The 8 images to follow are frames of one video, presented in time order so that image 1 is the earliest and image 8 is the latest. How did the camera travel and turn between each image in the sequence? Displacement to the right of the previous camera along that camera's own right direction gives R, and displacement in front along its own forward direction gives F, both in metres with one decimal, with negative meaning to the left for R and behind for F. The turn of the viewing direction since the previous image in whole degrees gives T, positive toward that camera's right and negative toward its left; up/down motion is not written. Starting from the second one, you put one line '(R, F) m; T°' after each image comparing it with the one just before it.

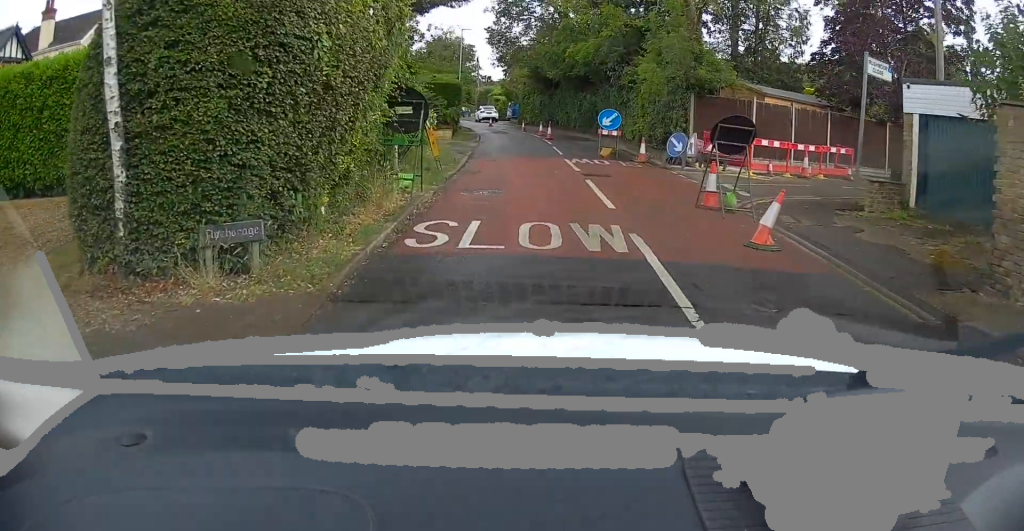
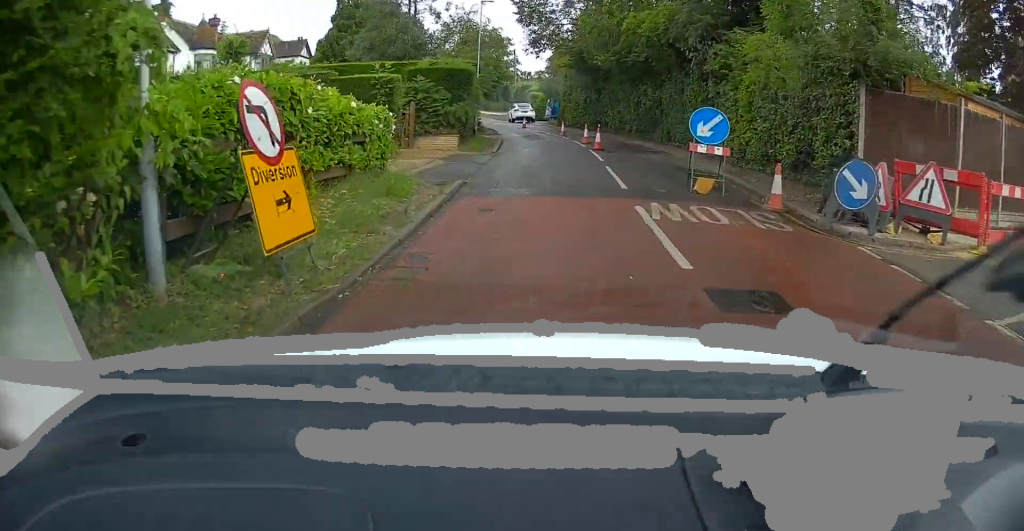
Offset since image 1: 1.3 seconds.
(-0.4, +9.2) m; -4°
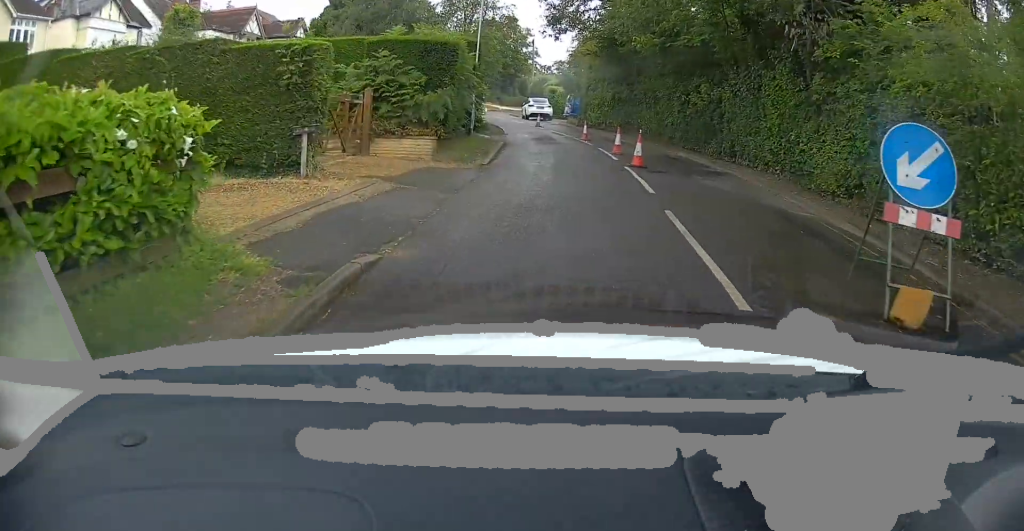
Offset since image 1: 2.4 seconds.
(-0.1, +7.4) m; -1°
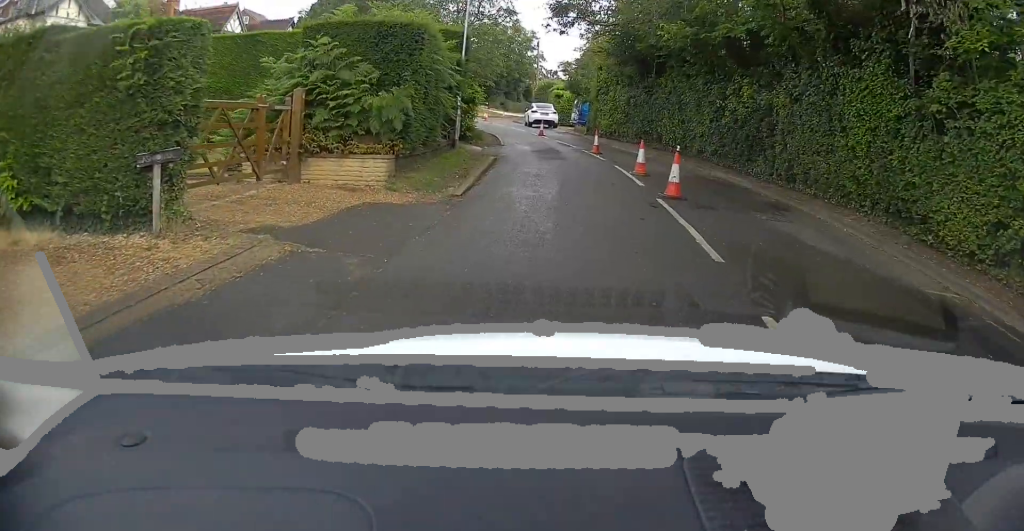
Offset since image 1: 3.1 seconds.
(-0.1, +4.5) m; 0°
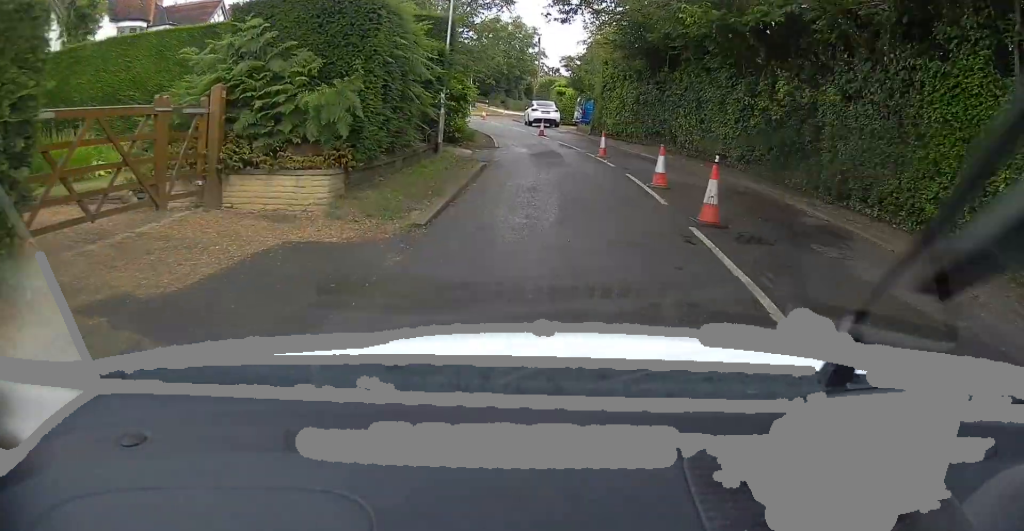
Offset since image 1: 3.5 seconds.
(+0.1, +2.7) m; 0°
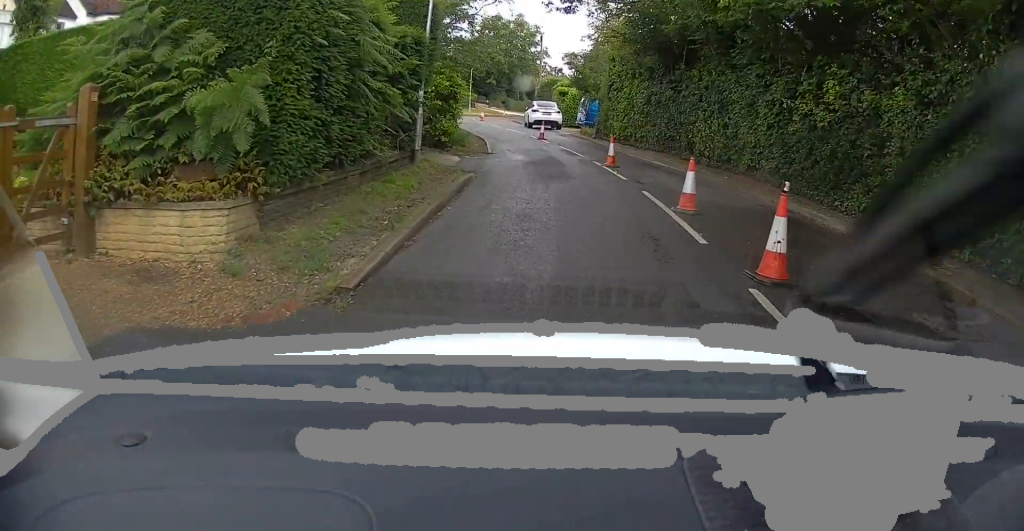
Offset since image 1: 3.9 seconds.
(+0.1, +2.8) m; 0°
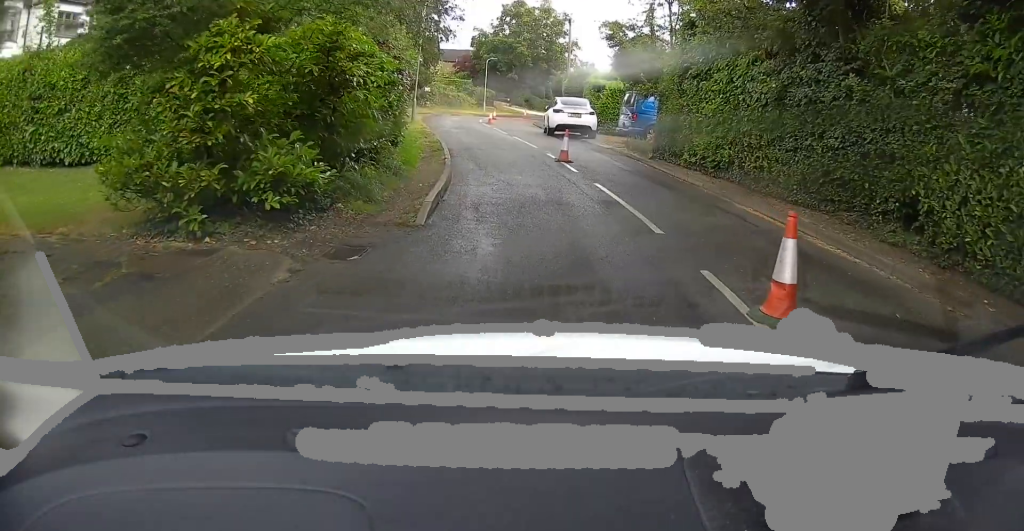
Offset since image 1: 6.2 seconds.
(-0.6, +11.9) m; -6°
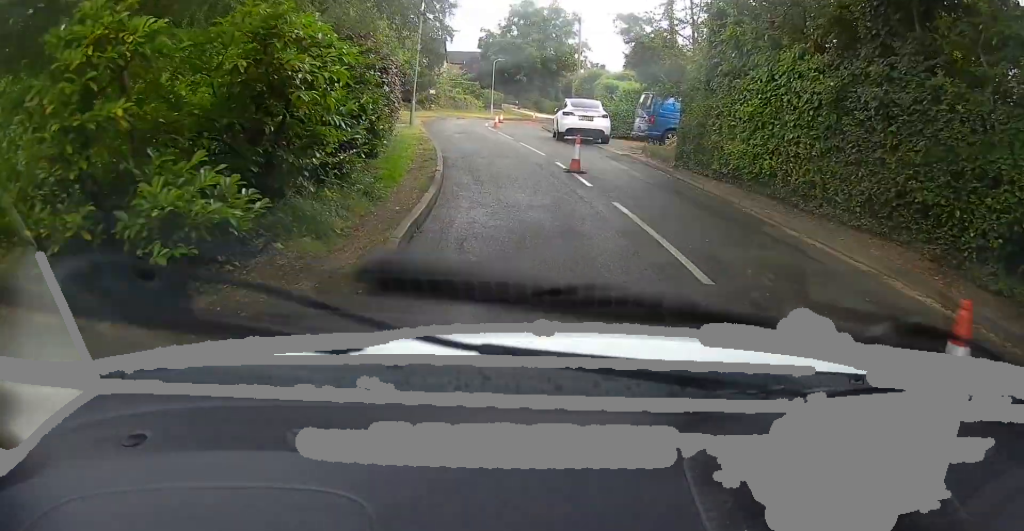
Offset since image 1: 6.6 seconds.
(-0.1, +1.9) m; +1°
